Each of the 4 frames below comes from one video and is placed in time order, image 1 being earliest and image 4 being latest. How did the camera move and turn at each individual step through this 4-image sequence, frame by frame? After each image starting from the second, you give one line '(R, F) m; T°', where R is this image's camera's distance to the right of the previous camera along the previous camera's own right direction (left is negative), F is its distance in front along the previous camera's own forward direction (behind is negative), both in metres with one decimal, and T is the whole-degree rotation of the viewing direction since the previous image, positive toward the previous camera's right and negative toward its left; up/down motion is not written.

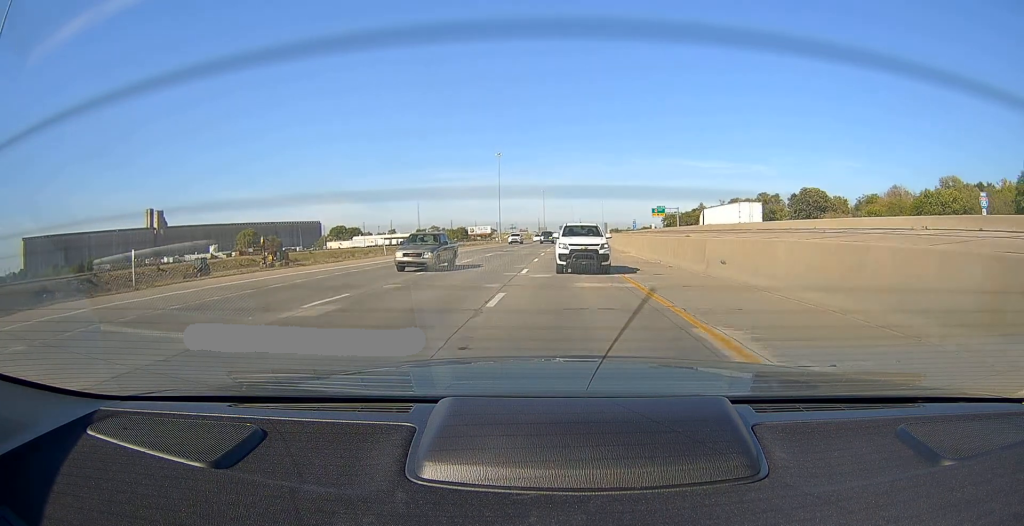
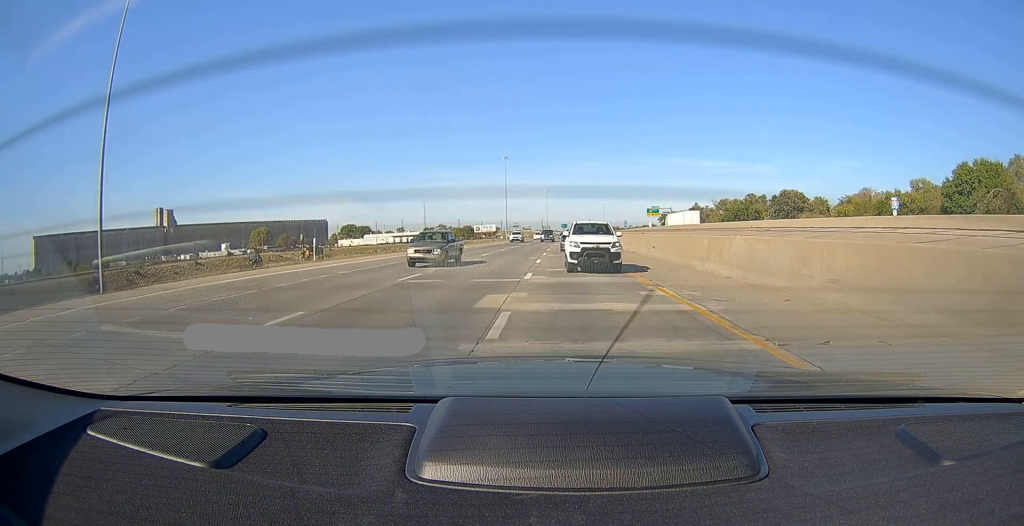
(+0.3, +16.4) m; 0°
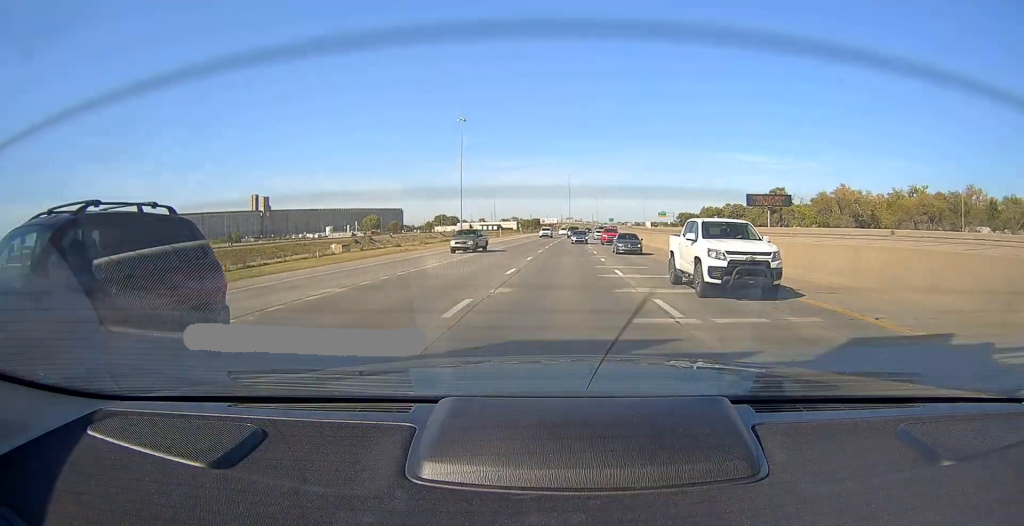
(-3.8, +121.4) m; -4°
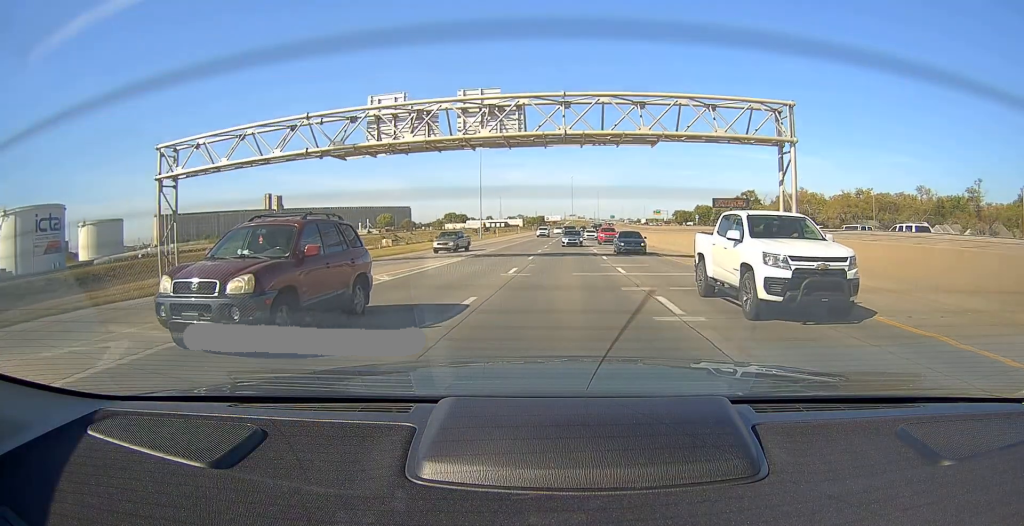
(-0.4, +30.2) m; -1°
